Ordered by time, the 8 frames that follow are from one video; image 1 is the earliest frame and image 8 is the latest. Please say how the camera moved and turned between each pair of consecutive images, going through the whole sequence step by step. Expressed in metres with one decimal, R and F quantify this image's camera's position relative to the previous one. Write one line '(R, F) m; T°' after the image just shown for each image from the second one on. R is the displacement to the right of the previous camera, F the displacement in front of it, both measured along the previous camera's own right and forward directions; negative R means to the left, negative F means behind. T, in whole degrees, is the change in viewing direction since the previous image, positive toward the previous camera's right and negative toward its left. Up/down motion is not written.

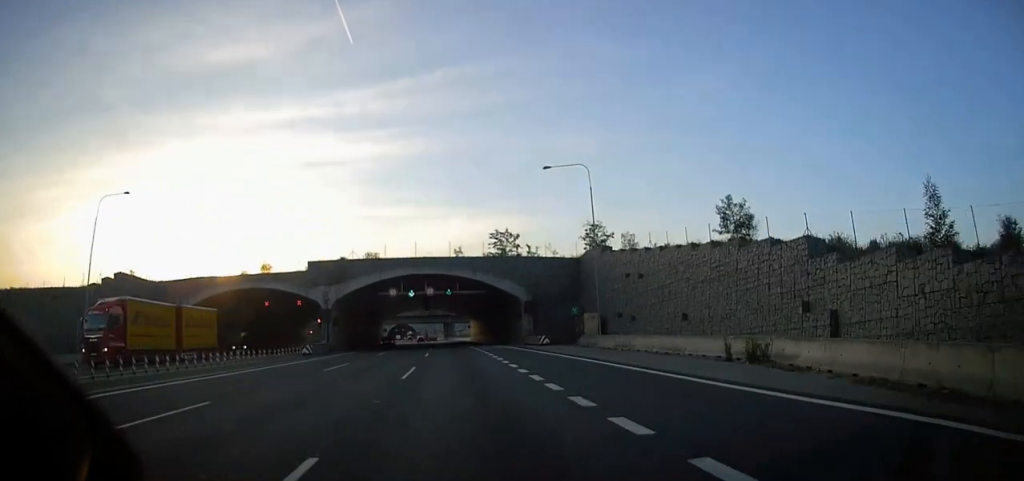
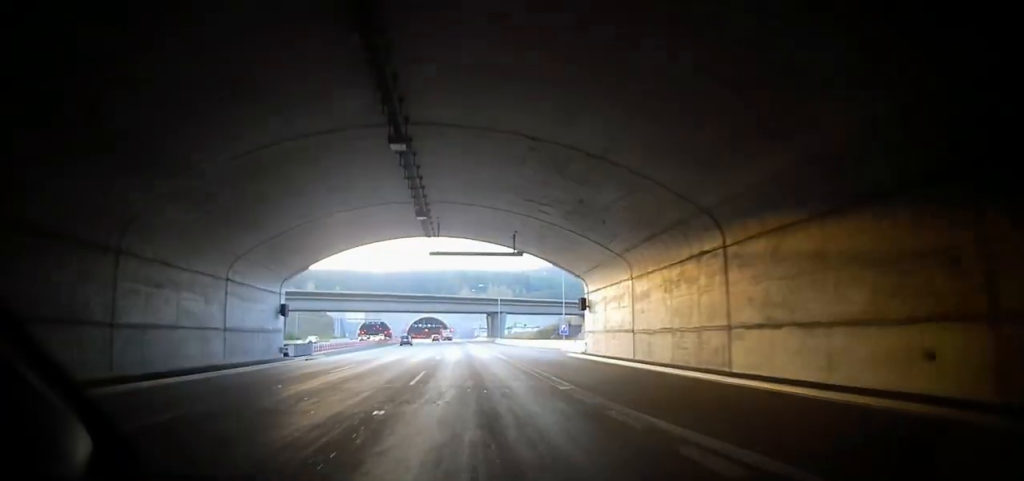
(-2.5, +90.3) m; -3°
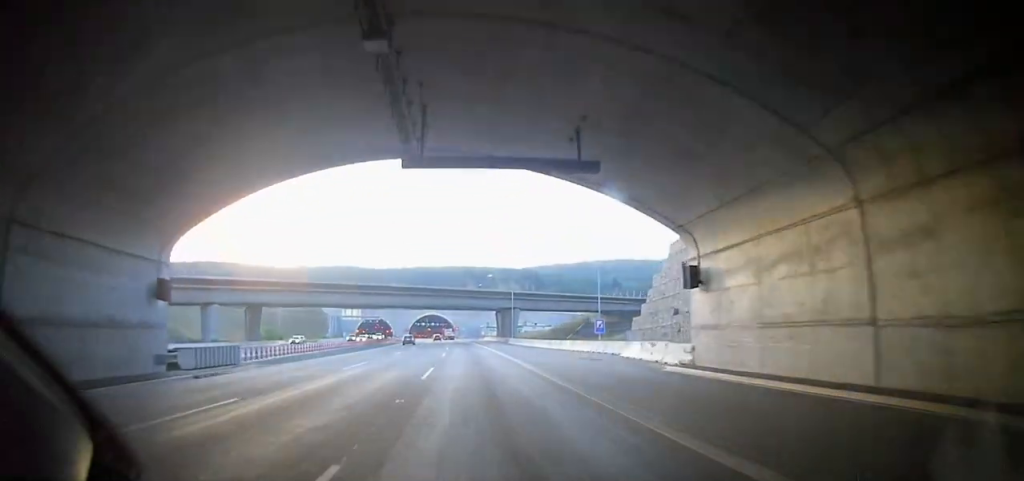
(0.0, +16.0) m; -1°
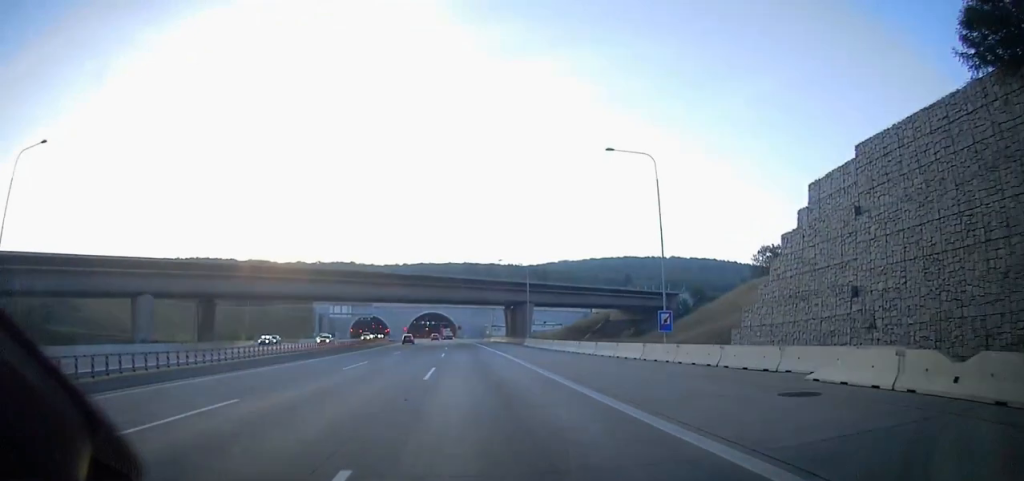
(-0.1, +17.7) m; -1°
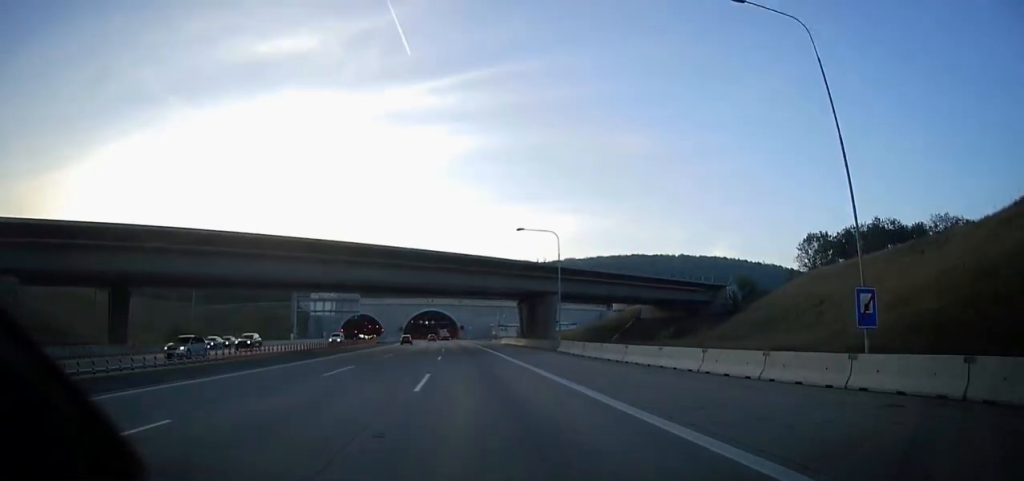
(-0.2, +21.1) m; -1°
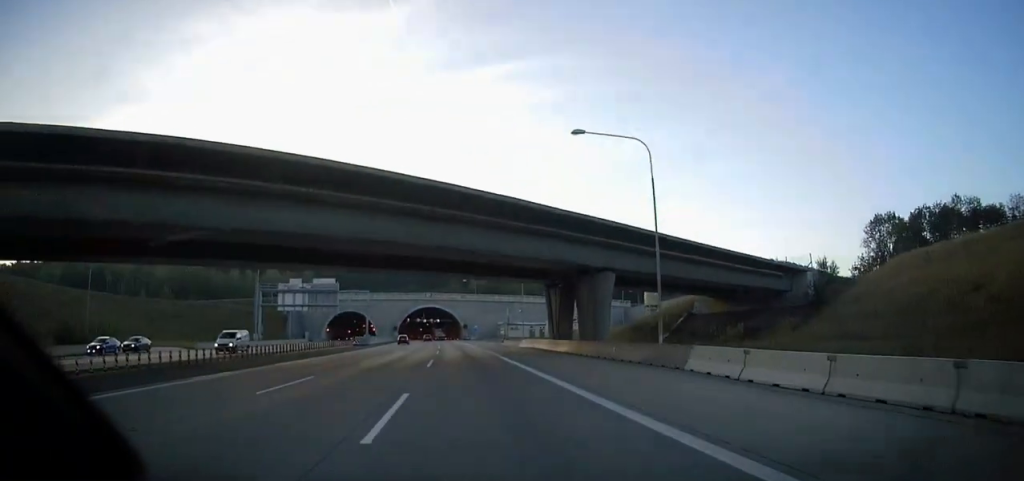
(0.0, +24.5) m; -1°
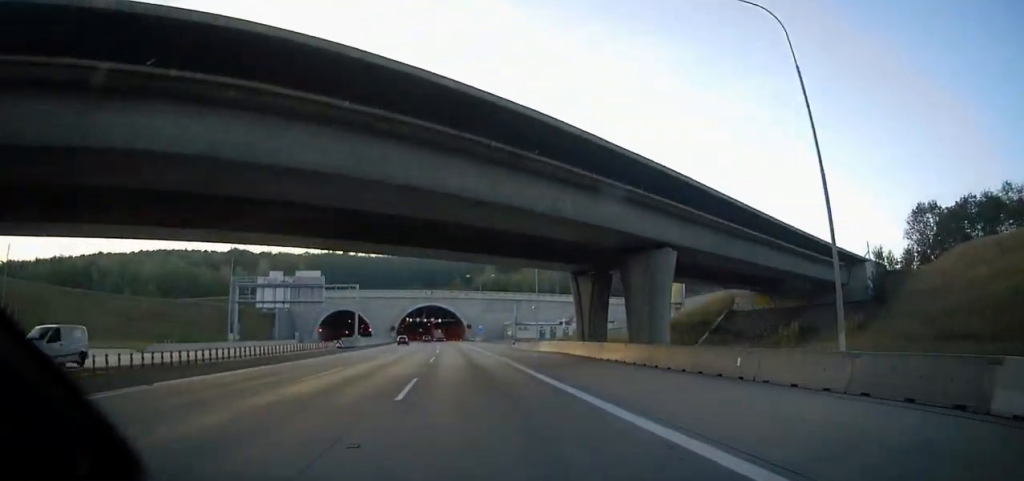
(-0.2, +12.7) m; 0°
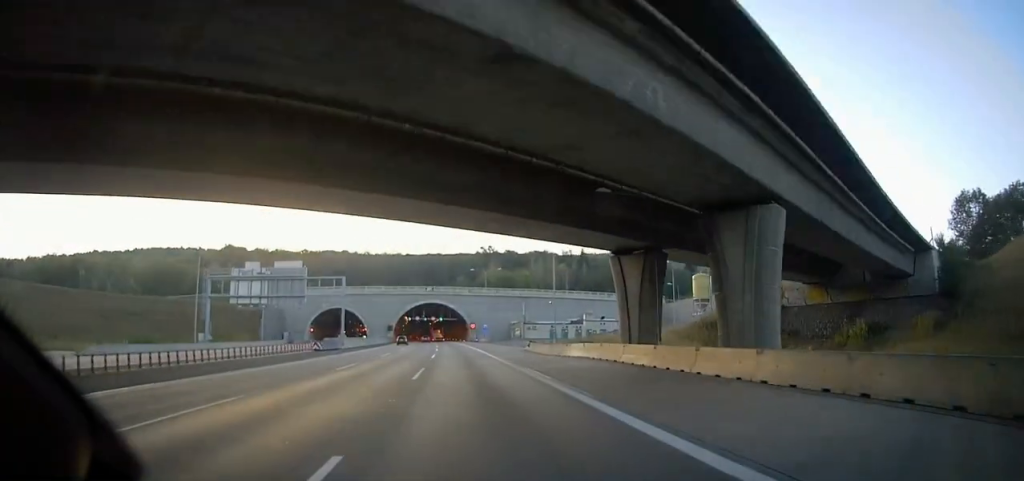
(-0.1, +11.9) m; 0°
